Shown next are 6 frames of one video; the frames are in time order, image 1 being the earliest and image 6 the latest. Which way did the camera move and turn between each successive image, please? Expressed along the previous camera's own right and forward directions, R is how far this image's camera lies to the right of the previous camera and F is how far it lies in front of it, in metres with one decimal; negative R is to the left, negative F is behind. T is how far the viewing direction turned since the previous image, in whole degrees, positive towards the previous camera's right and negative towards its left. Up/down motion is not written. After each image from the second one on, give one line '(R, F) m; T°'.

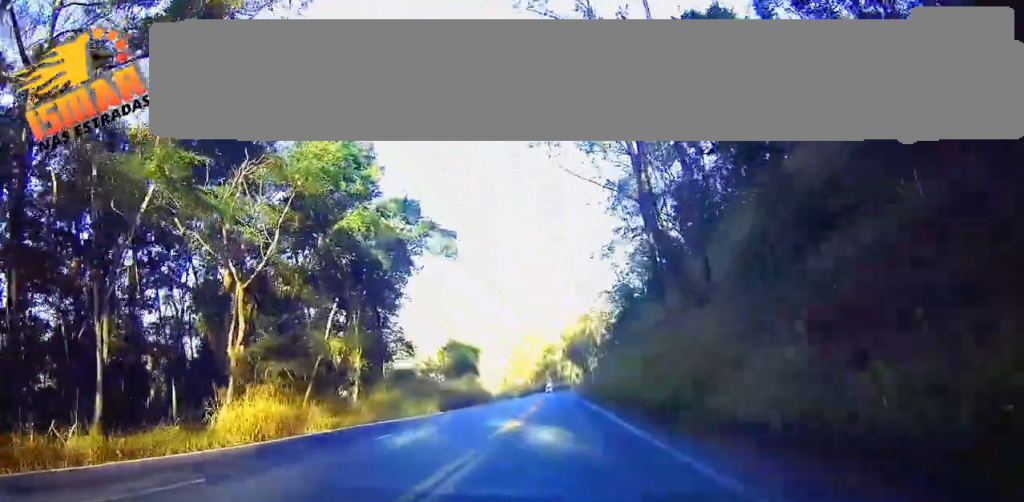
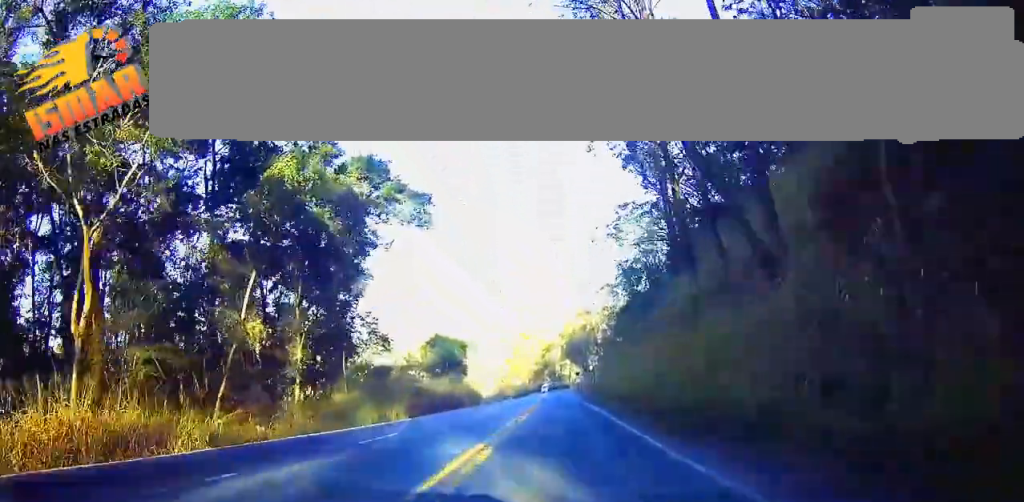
(+0.1, +10.9) m; 0°
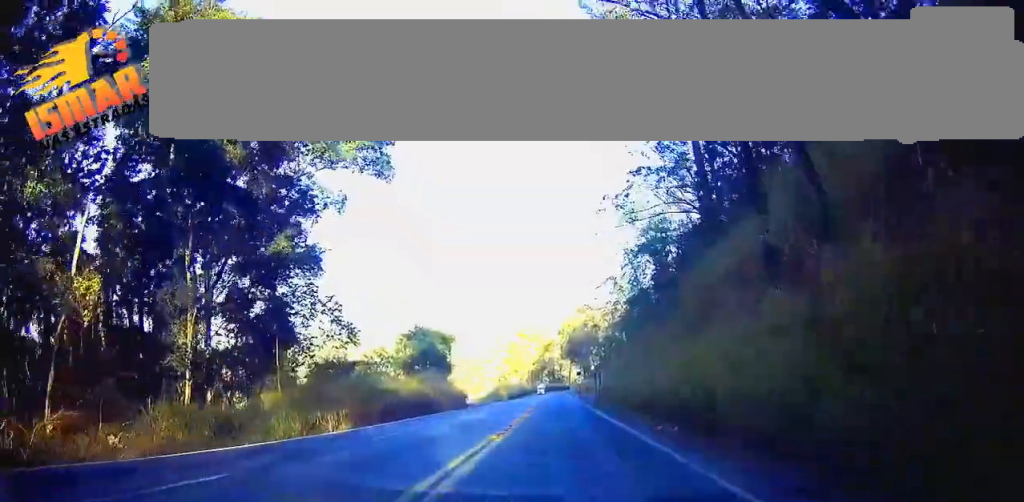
(+0.1, +11.7) m; 0°
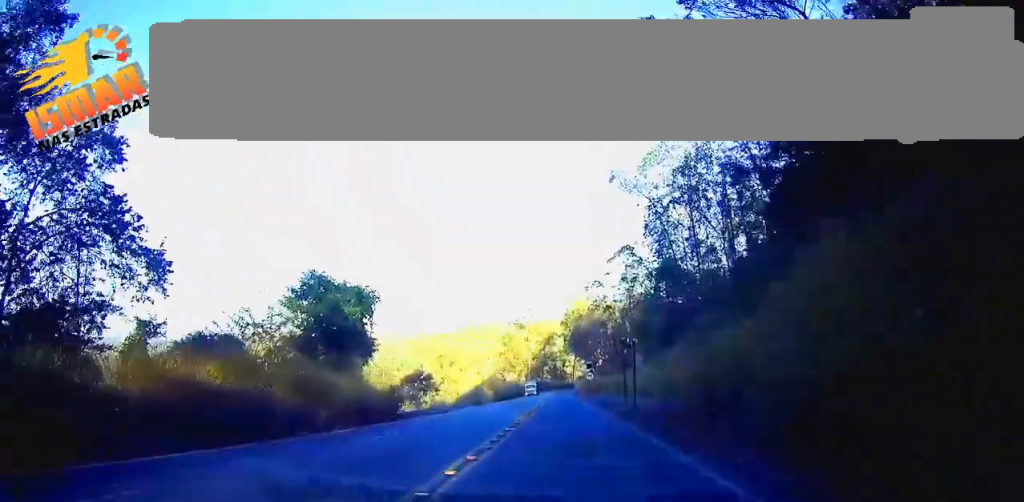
(-0.4, +28.2) m; -1°
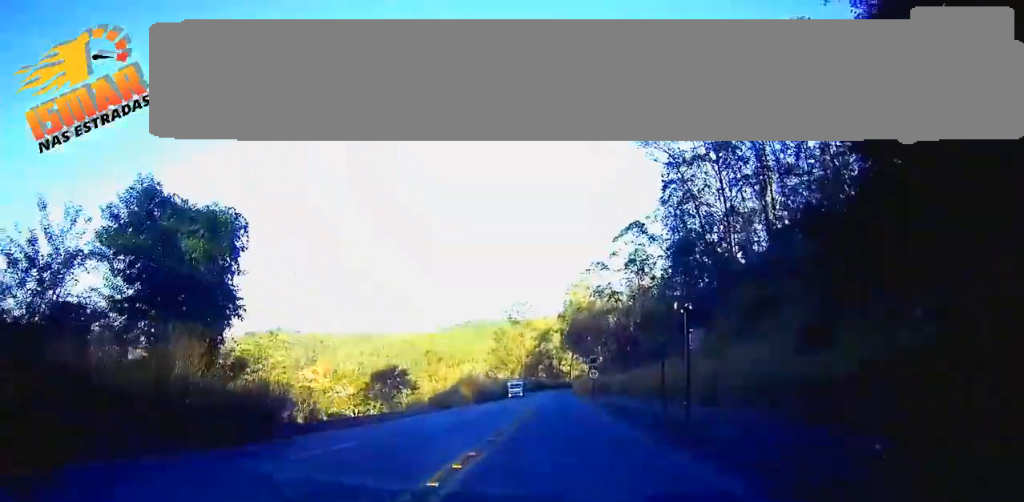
(-0.1, +16.5) m; 0°
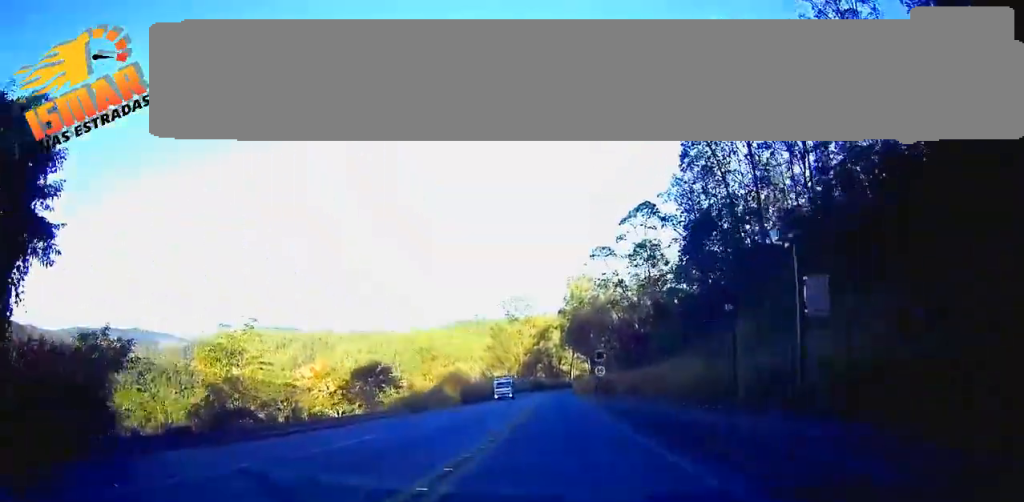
(0.0, +10.4) m; 0°
